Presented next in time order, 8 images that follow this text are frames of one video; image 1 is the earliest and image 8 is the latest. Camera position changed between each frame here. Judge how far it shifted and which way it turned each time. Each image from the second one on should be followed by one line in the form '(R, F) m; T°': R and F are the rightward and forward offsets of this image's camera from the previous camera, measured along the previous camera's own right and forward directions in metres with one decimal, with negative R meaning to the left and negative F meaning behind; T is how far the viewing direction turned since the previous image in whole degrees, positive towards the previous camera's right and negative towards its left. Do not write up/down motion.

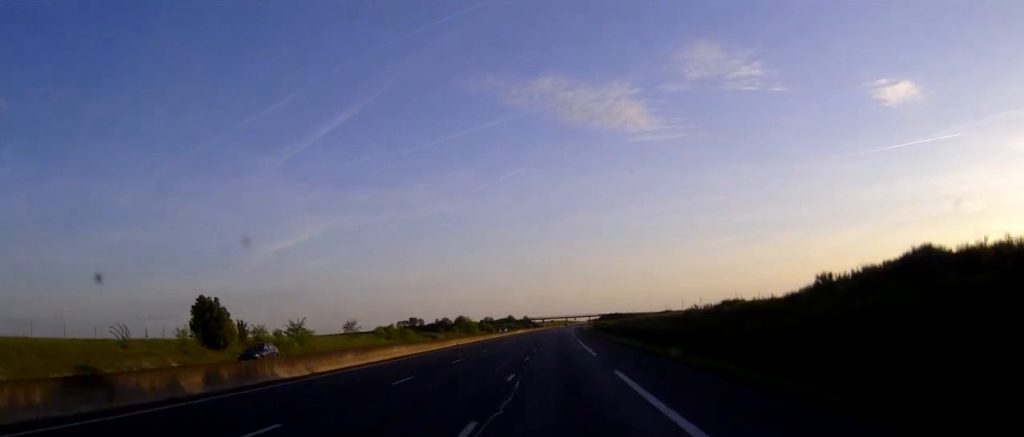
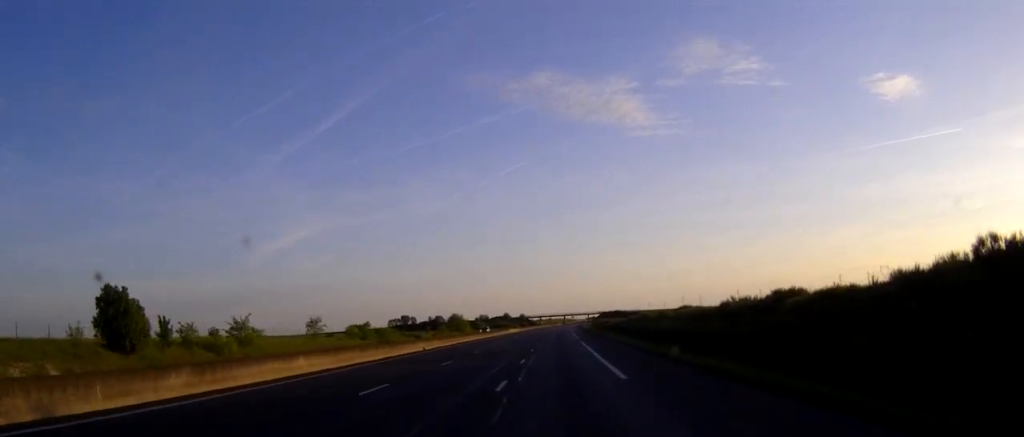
(0.0, +17.1) m; 0°
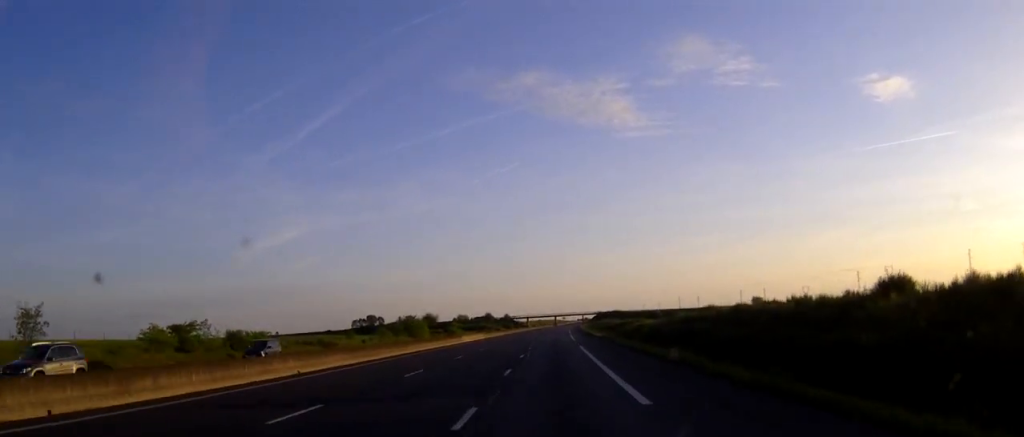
(+0.4, +59.3) m; +1°
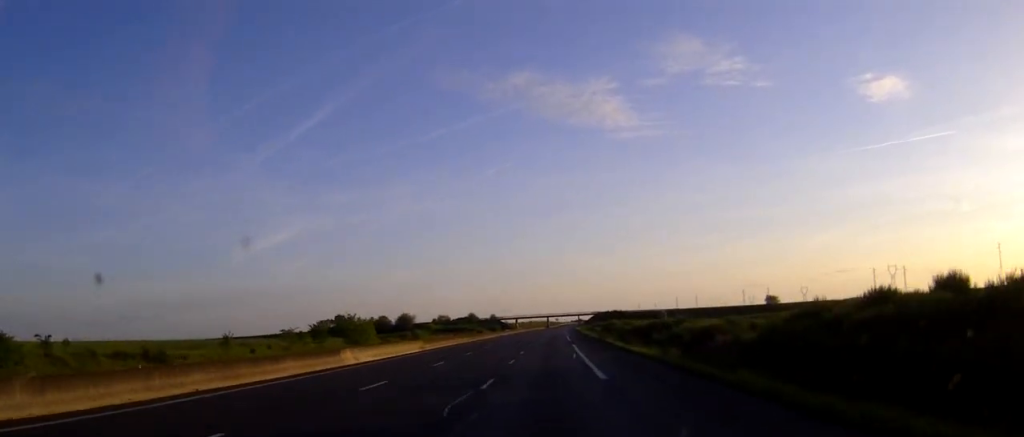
(+0.3, +44.0) m; +1°
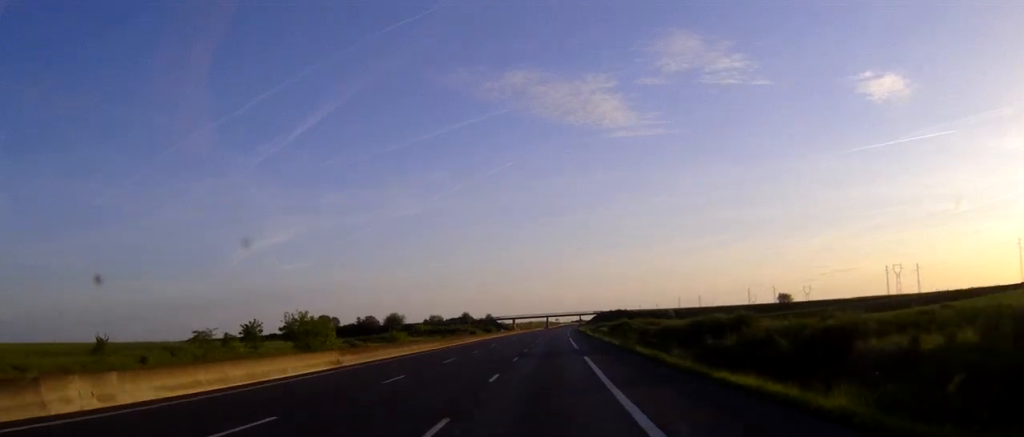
(+0.1, +23.4) m; 0°
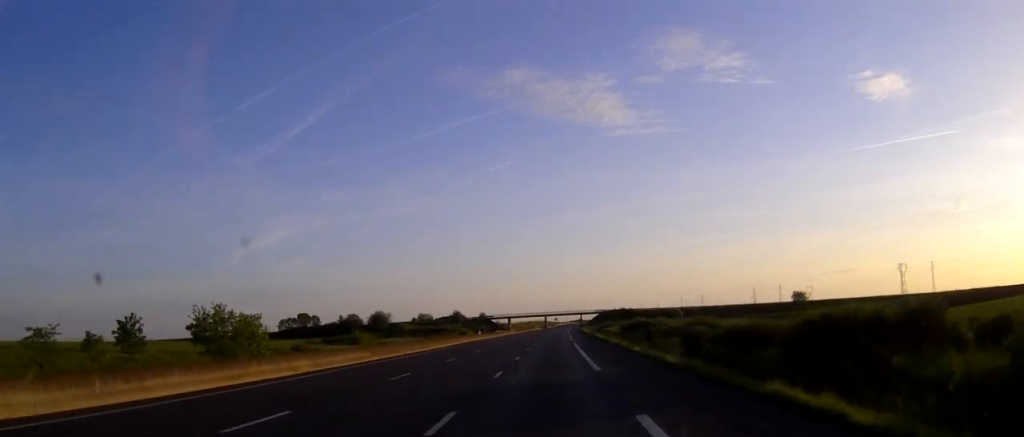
(0.0, +25.1) m; 0°
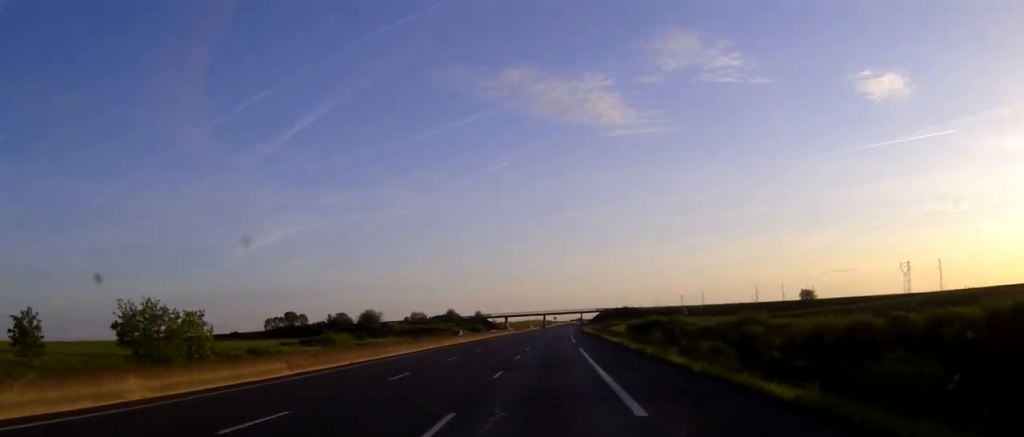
(0.0, +13.4) m; 0°
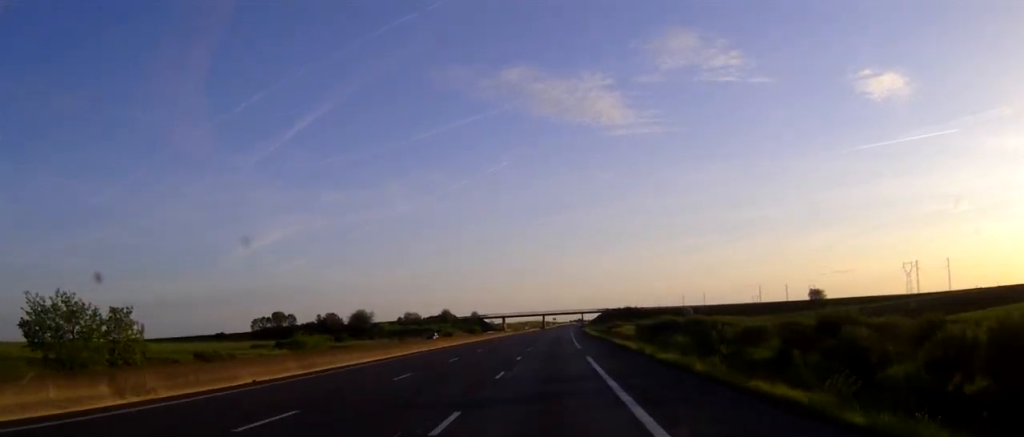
(0.0, +12.5) m; 0°
